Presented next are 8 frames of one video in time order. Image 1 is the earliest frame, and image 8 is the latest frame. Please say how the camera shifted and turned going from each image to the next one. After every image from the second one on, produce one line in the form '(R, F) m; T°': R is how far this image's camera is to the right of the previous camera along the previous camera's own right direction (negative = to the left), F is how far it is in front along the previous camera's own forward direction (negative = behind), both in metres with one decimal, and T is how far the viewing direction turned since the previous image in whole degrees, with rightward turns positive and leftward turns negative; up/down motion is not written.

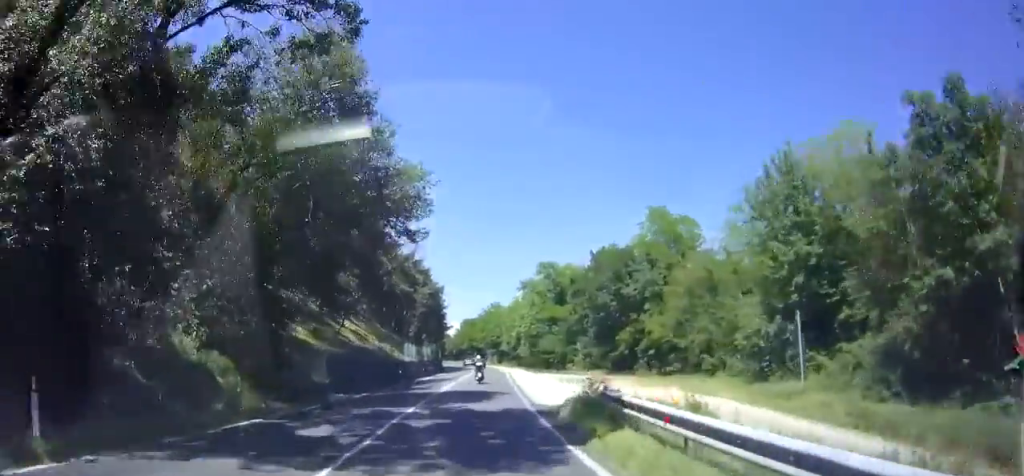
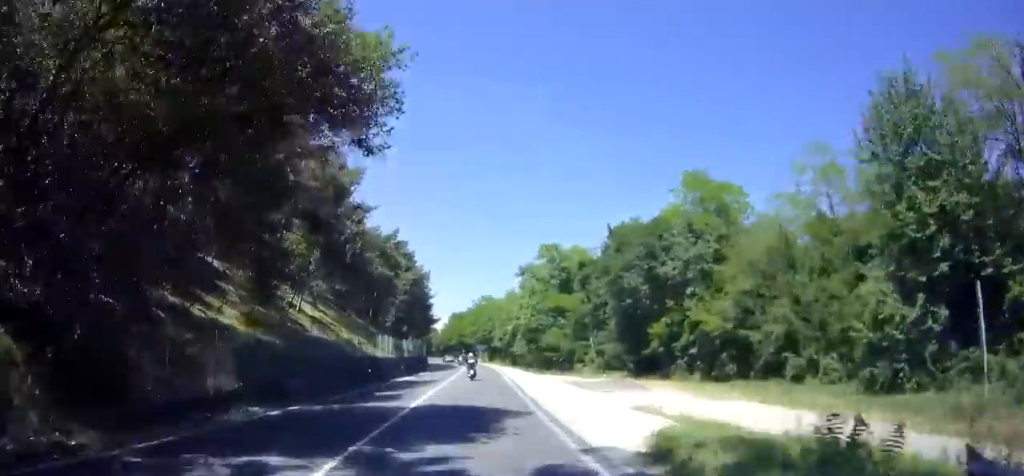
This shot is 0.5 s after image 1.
(+0.1, +8.1) m; +1°
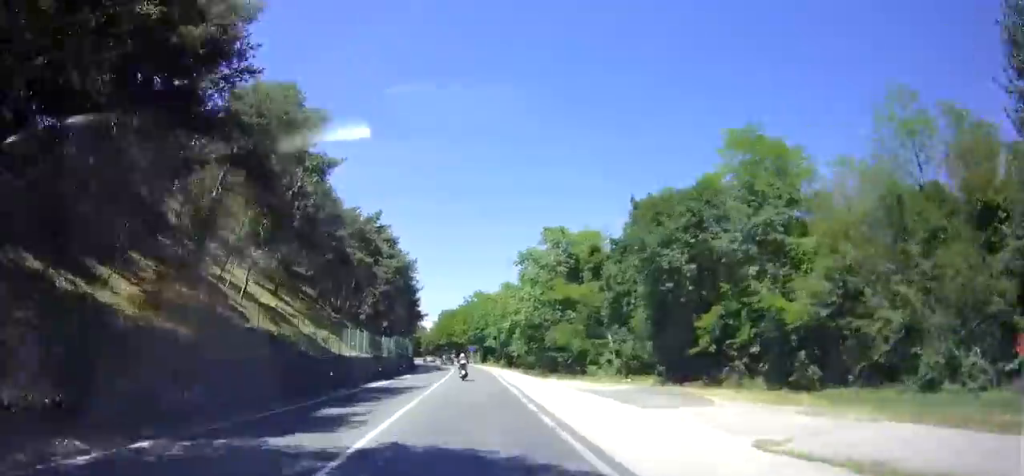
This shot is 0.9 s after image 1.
(+0.1, +6.9) m; 0°
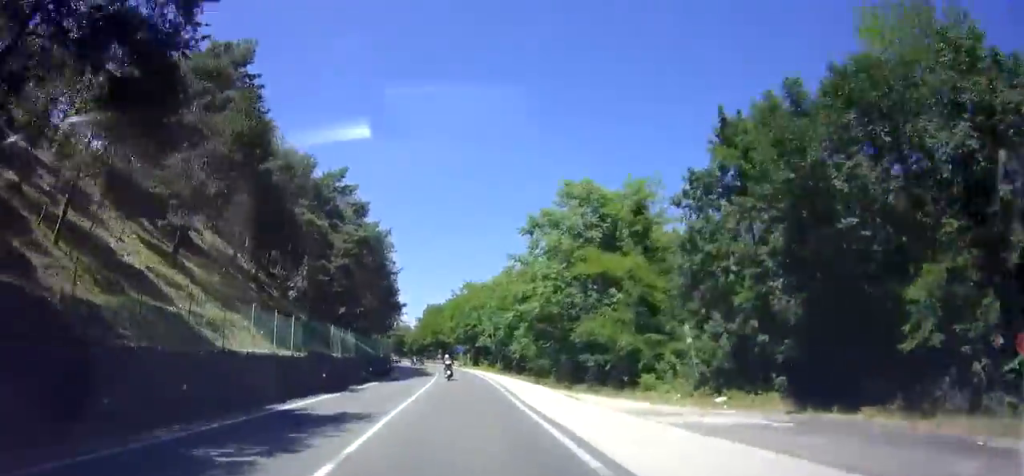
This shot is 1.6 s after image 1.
(+0.1, +12.0) m; 0°
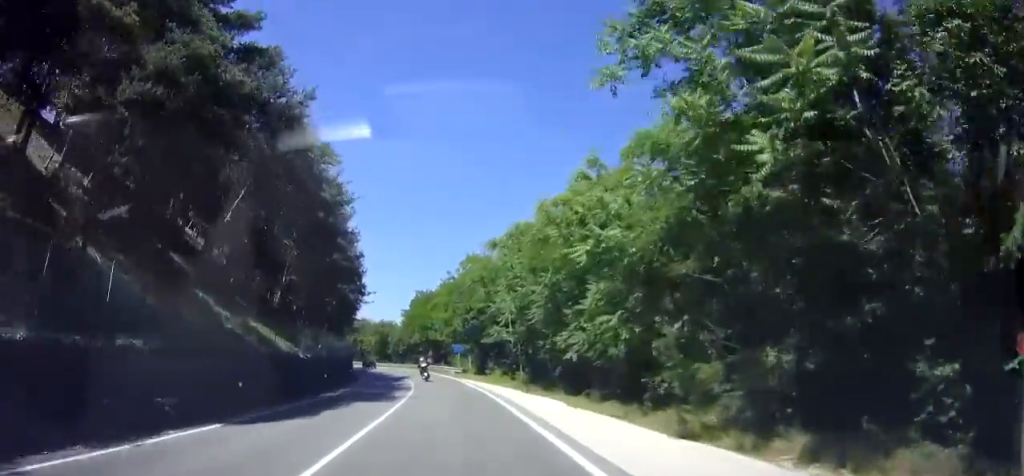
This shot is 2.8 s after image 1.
(-0.3, +21.8) m; -3°
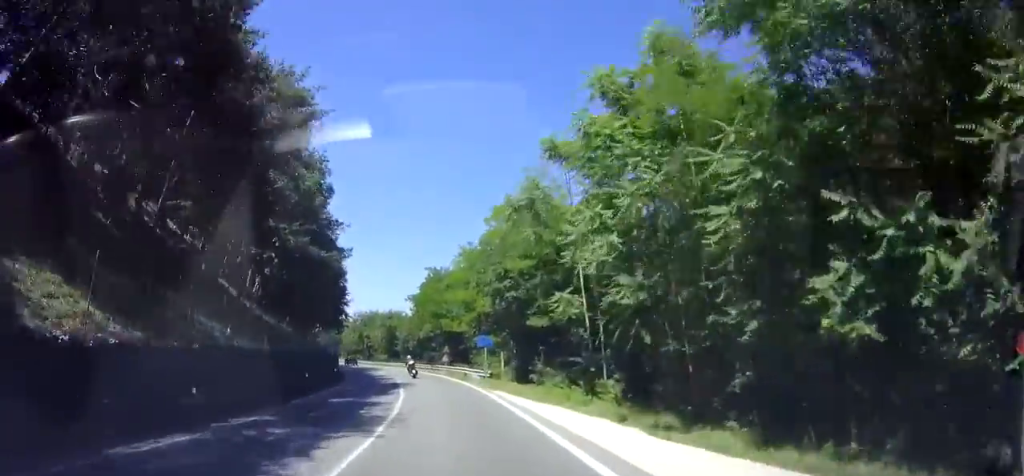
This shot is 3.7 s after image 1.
(-0.4, +14.9) m; -4°
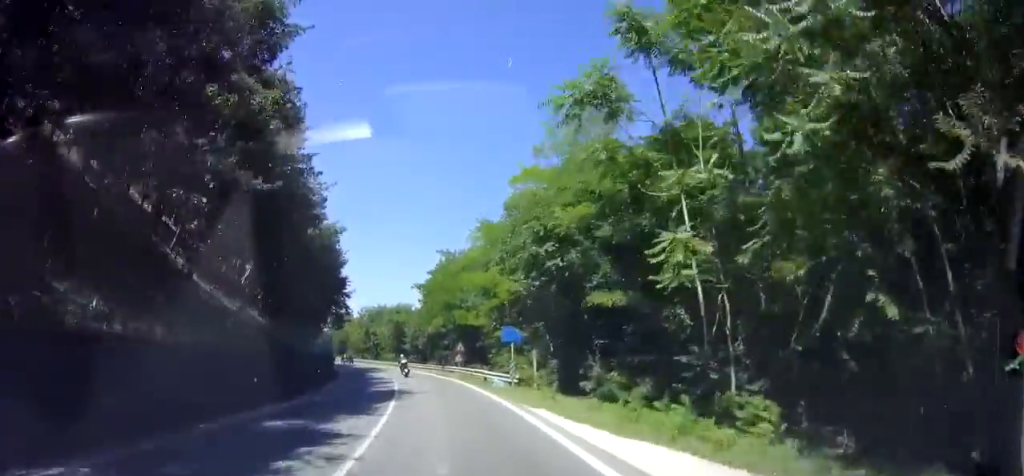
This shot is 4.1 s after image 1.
(-0.1, +7.5) m; -3°
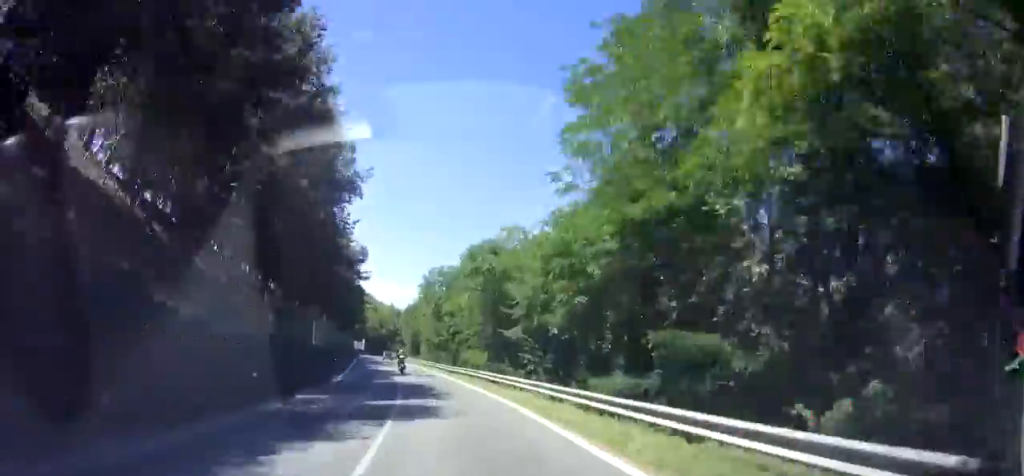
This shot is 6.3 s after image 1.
(-3.6, +37.4) m; -9°
